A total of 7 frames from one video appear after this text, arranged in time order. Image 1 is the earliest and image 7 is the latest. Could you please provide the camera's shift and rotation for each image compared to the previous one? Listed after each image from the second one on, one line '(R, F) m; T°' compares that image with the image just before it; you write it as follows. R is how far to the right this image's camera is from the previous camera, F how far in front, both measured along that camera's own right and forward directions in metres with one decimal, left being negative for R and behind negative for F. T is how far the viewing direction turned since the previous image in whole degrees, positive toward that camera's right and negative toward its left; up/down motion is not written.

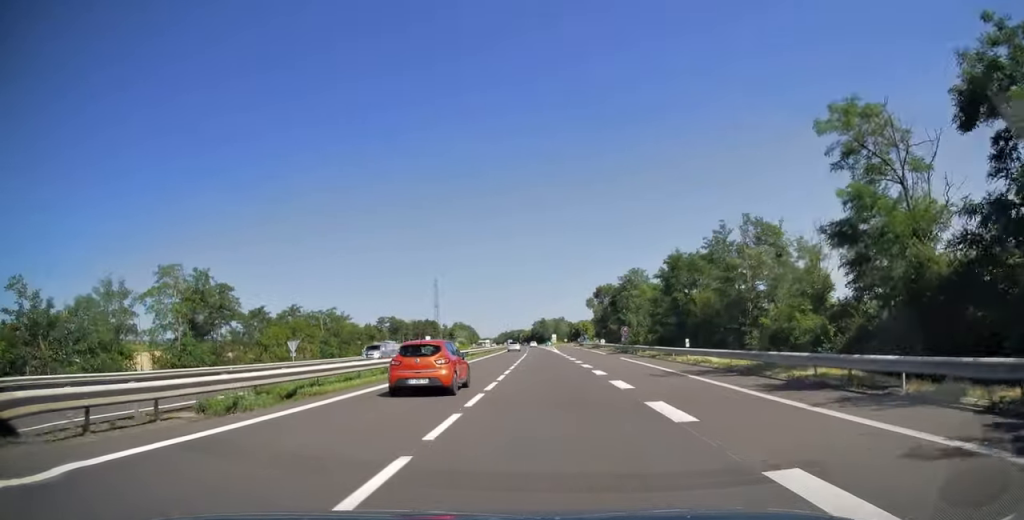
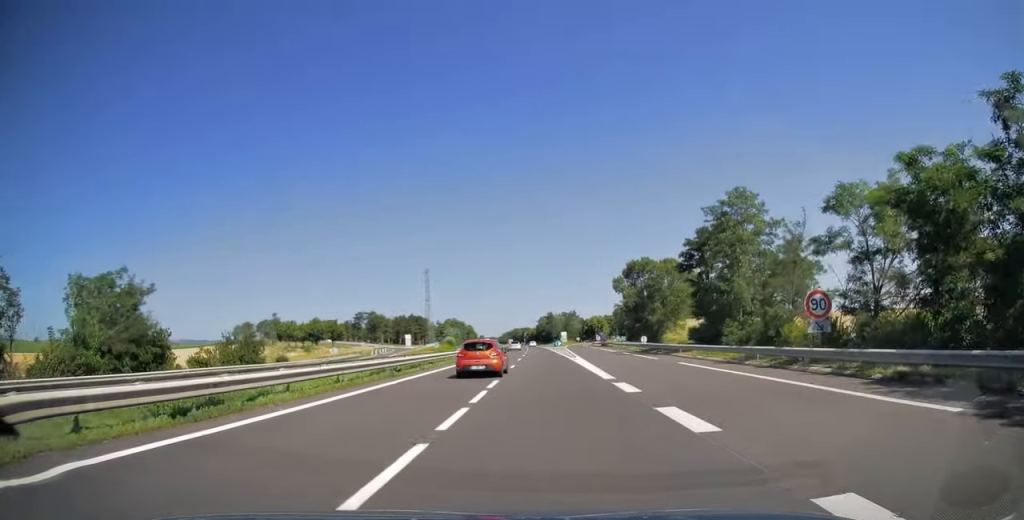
(-0.1, +46.8) m; 0°
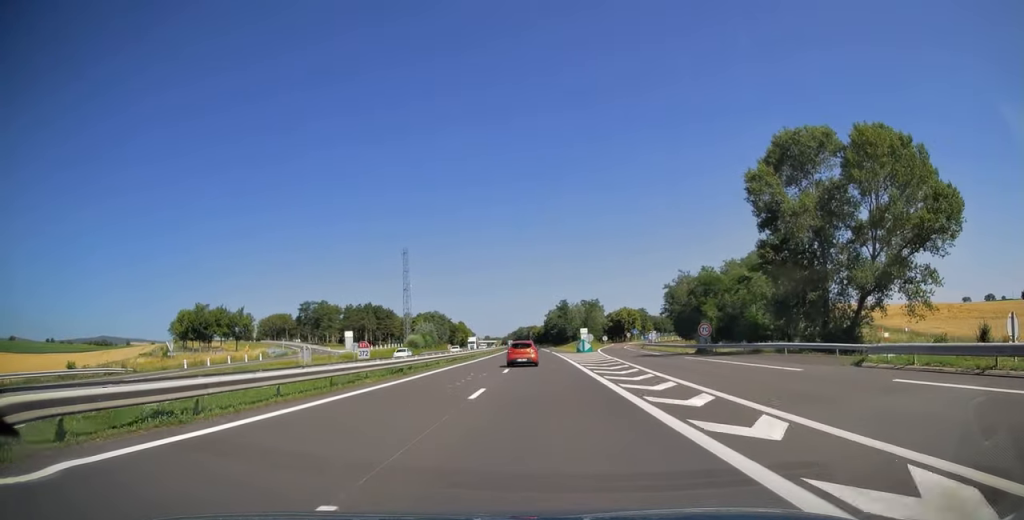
(-0.4, +68.5) m; -1°
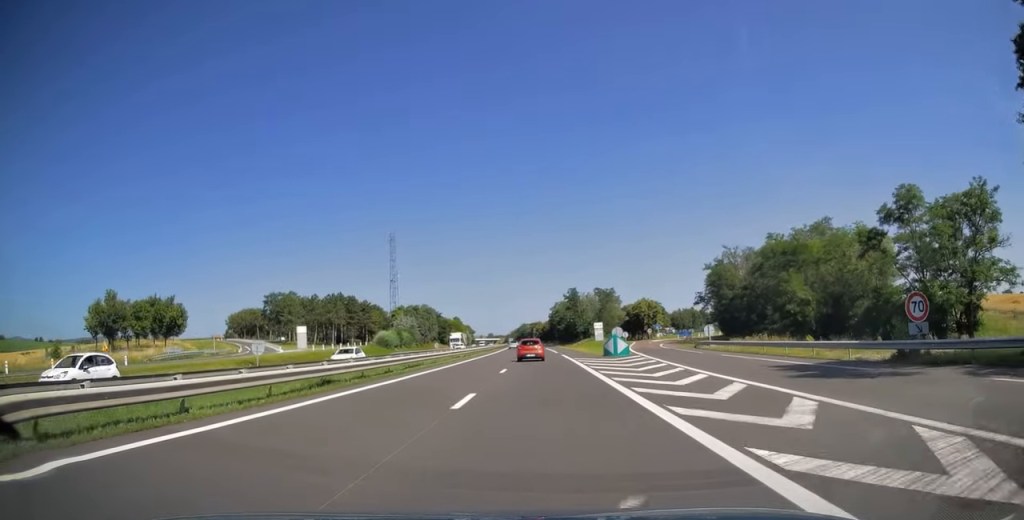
(-0.1, +28.6) m; 0°
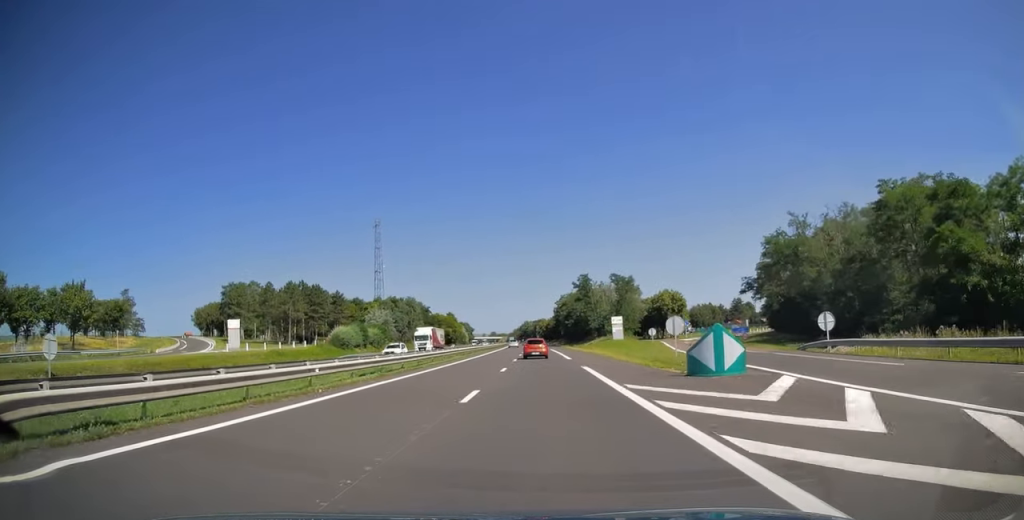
(0.0, +25.3) m; -1°
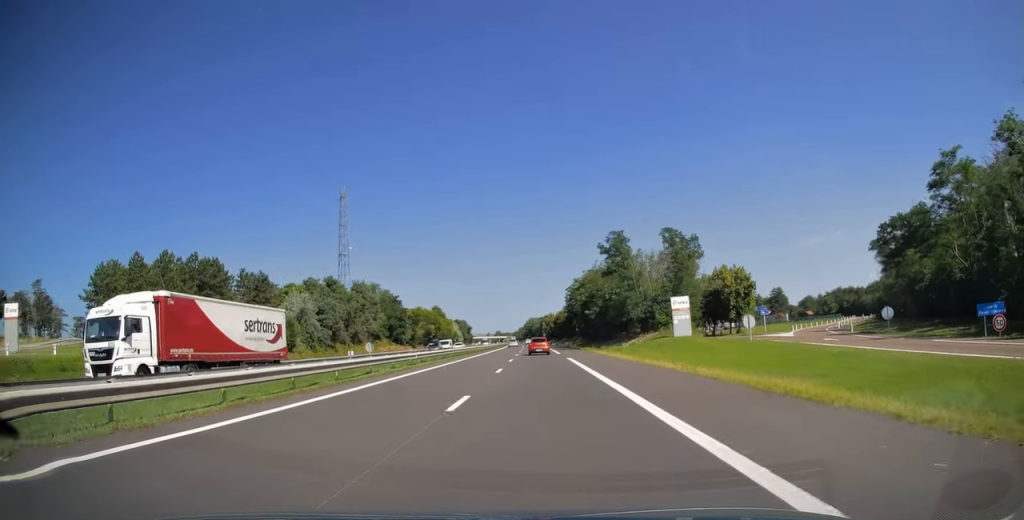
(-0.4, +40.8) m; -1°
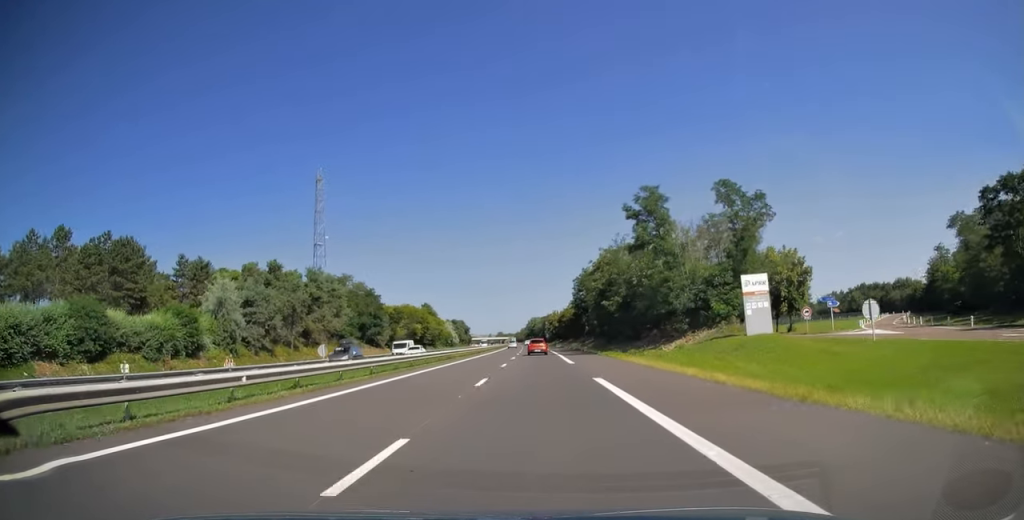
(0.0, +19.3) m; 0°
